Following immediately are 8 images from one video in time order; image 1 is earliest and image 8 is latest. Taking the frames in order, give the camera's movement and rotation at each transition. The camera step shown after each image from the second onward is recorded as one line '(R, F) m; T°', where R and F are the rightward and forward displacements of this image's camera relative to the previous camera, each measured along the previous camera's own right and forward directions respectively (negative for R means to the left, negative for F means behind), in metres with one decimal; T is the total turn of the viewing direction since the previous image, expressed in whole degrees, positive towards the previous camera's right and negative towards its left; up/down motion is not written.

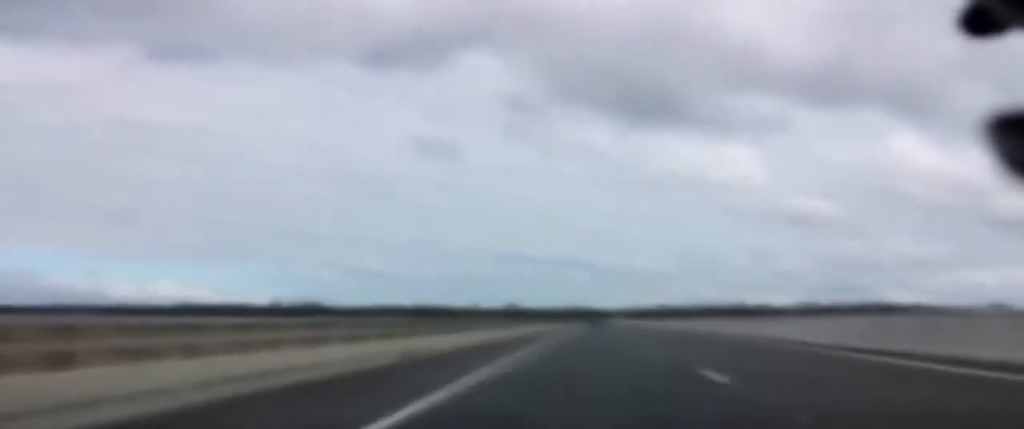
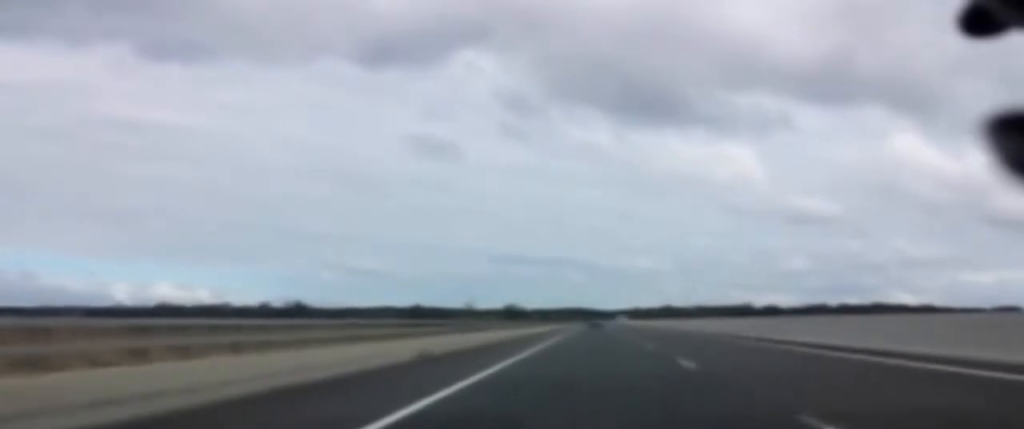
(+0.1, +32.3) m; 0°
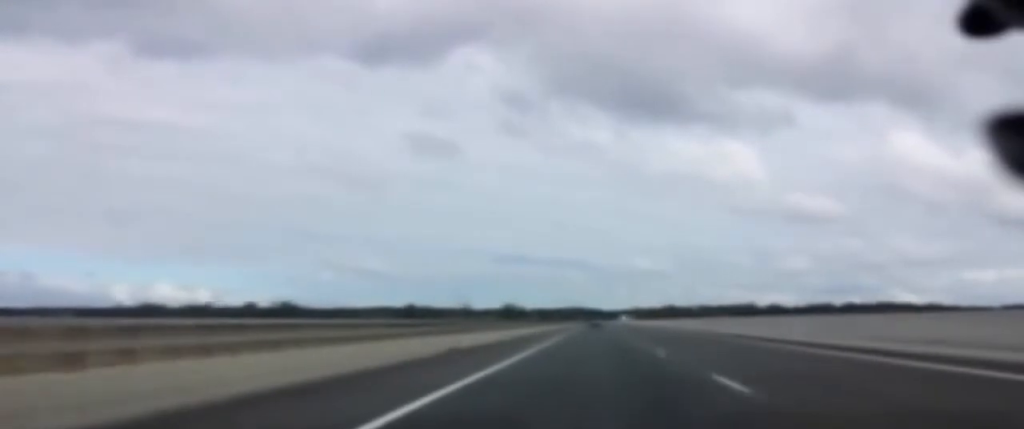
(0.0, +29.4) m; 0°
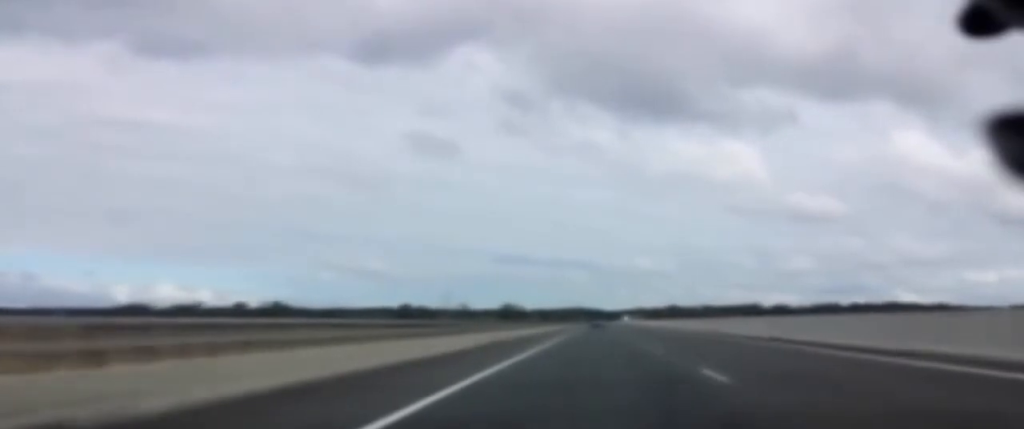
(0.0, +22.4) m; 0°
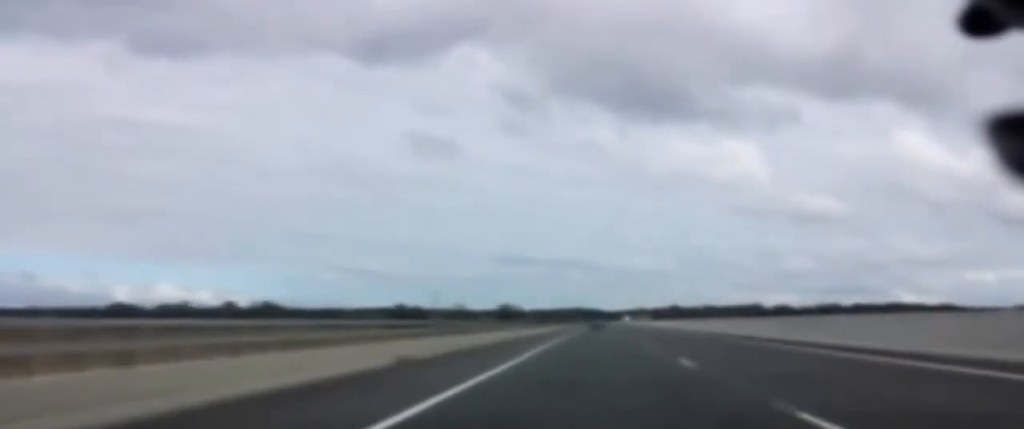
(0.0, +19.4) m; 0°
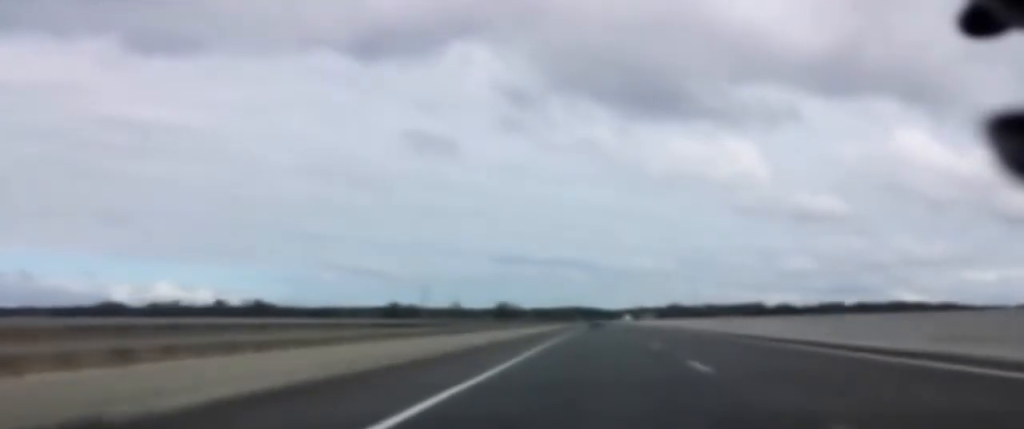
(0.0, +14.2) m; 0°
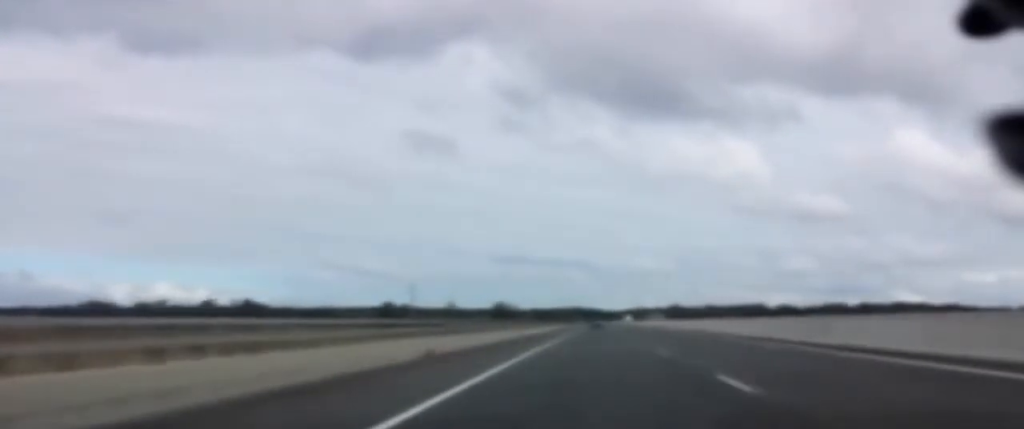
(0.0, +16.3) m; 0°
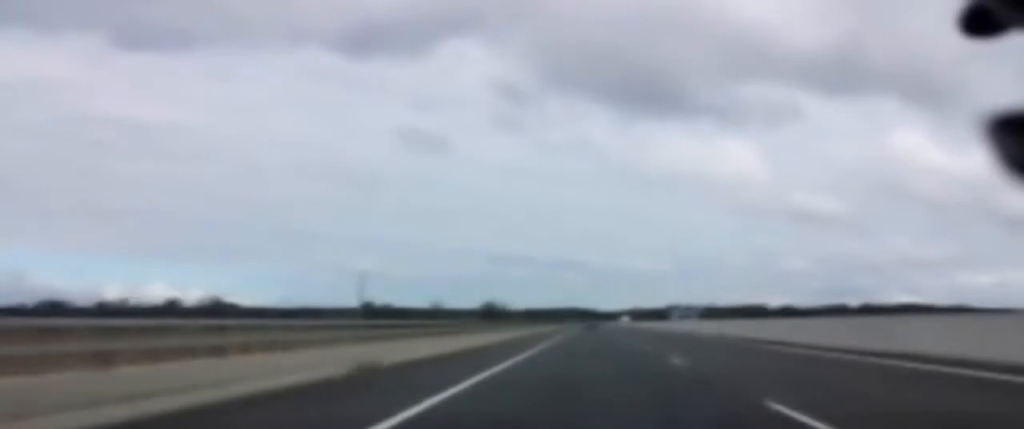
(-0.1, +40.9) m; 0°
